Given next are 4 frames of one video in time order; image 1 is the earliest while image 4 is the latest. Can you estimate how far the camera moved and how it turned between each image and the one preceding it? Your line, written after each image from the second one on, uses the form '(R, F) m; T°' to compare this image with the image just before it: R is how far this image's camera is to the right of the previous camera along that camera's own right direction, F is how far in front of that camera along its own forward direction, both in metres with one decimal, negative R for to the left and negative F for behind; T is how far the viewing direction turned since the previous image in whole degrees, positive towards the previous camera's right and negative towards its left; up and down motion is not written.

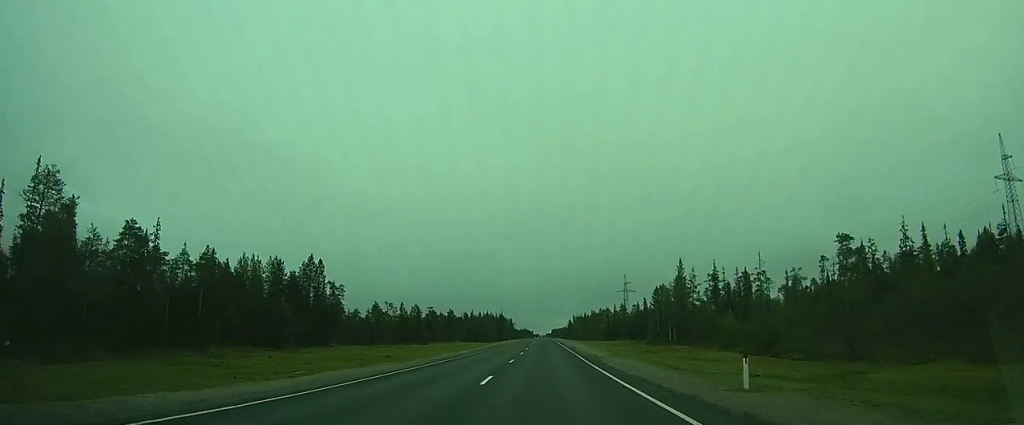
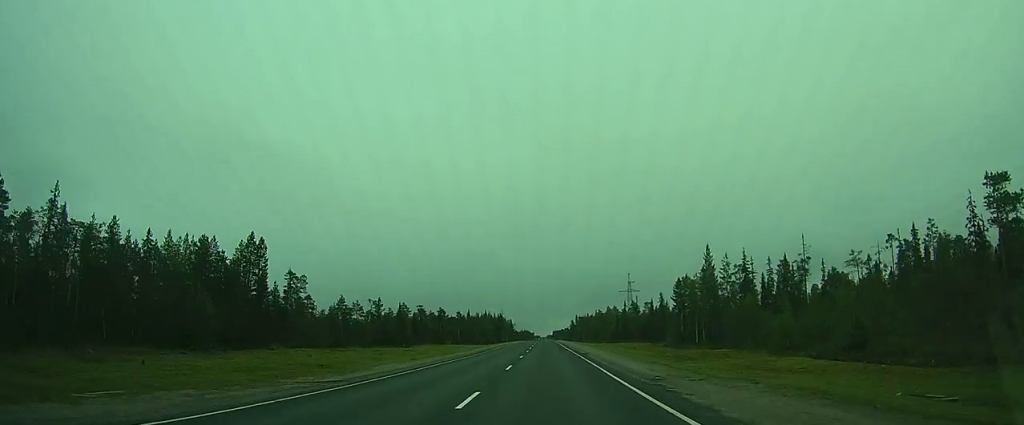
(0.0, +17.3) m; 0°
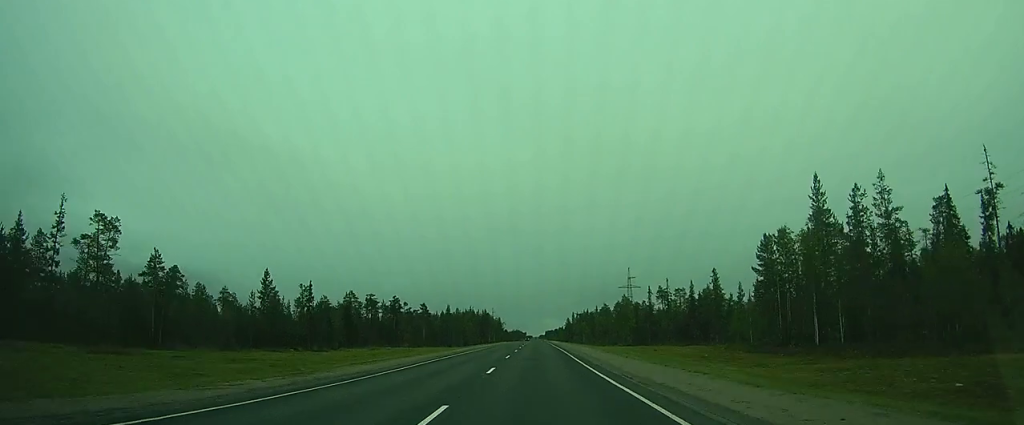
(+0.1, +40.2) m; 0°
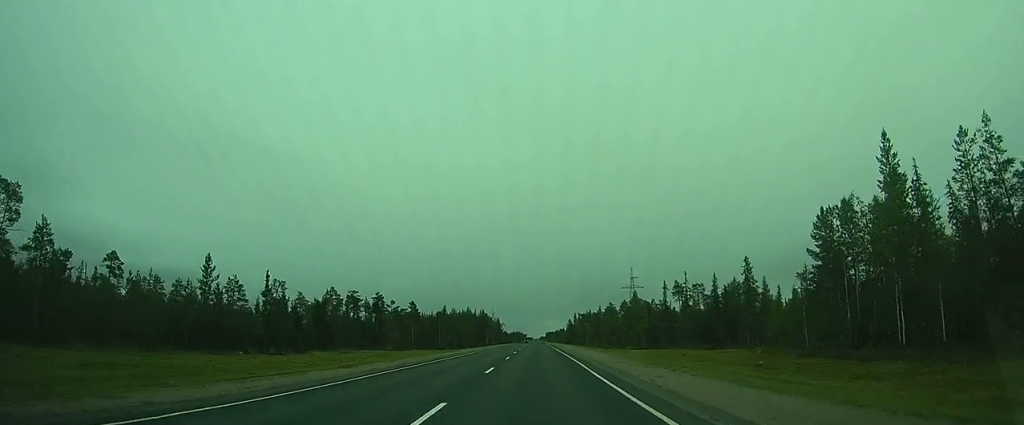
(0.0, +11.8) m; 0°
